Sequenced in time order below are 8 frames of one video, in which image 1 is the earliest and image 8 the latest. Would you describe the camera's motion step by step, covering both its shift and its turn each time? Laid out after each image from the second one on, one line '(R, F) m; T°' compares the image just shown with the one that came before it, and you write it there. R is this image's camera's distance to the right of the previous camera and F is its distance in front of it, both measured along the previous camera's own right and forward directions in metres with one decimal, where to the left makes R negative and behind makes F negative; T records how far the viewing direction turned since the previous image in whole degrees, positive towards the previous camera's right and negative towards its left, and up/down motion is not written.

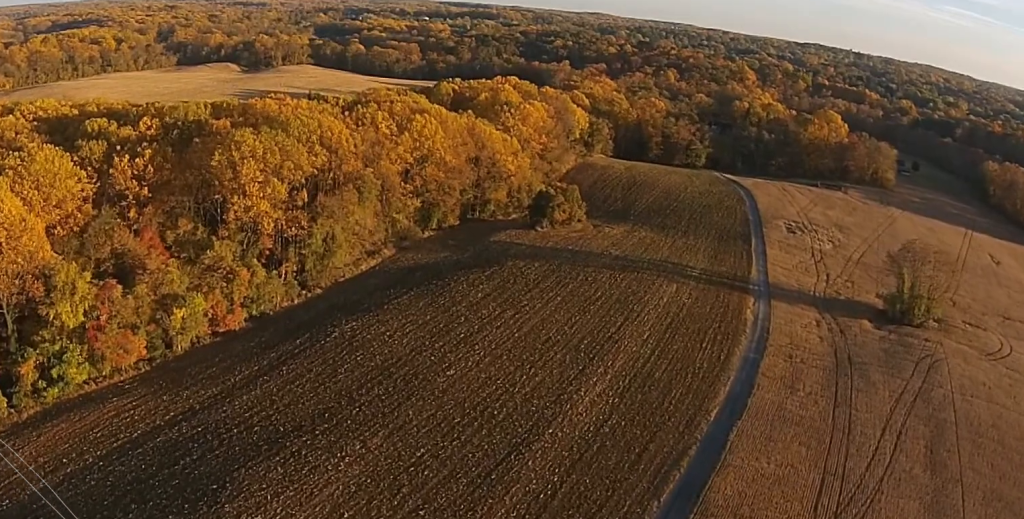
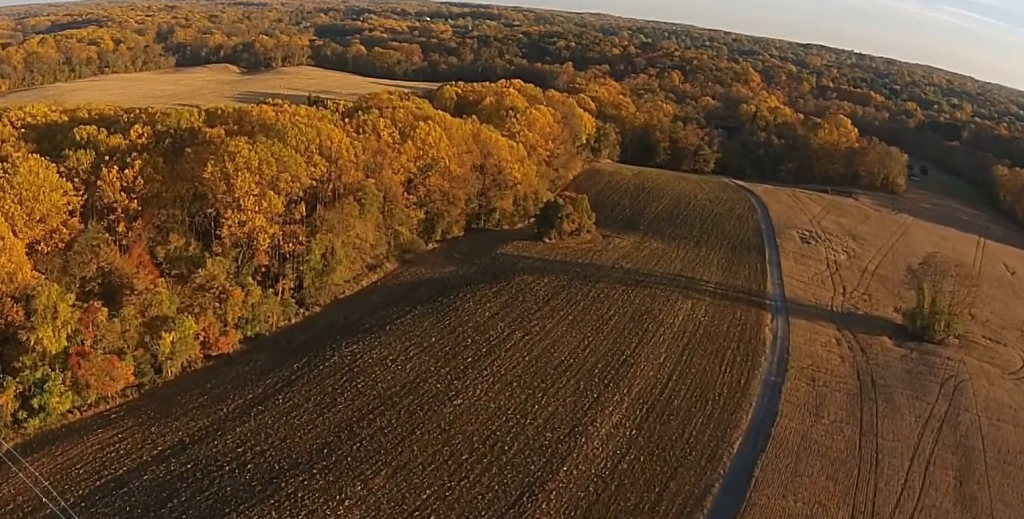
(0.0, +9.1) m; -1°
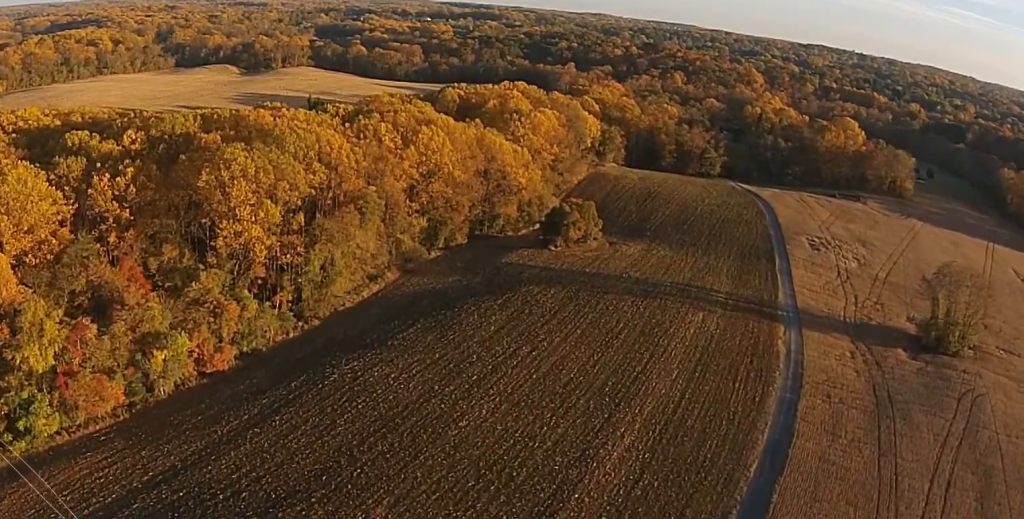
(-0.1, +6.1) m; -1°
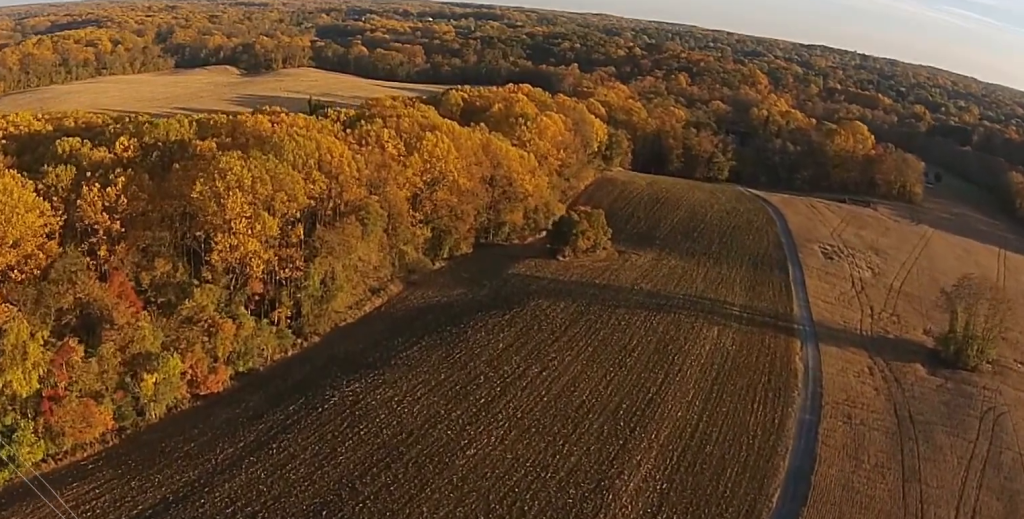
(0.0, +7.4) m; 0°
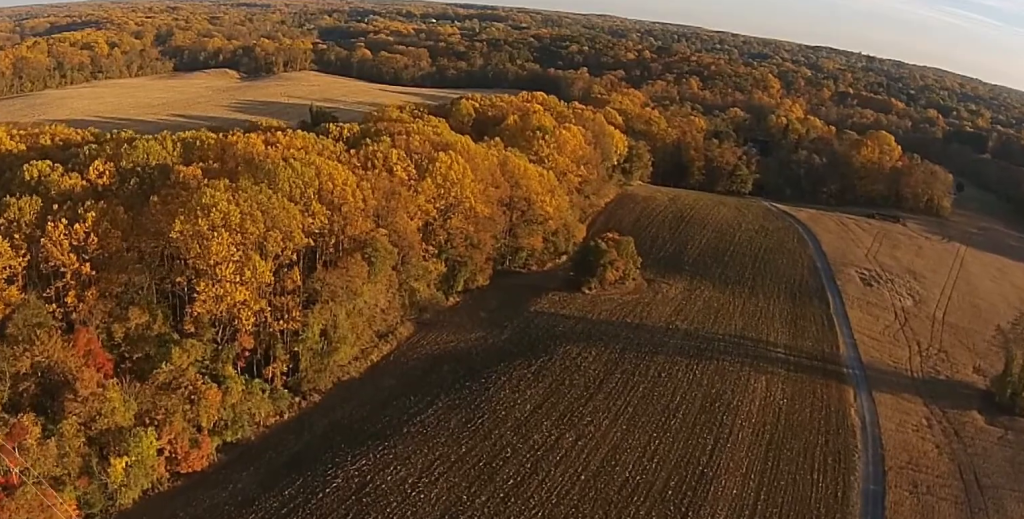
(0.0, +21.3) m; 0°
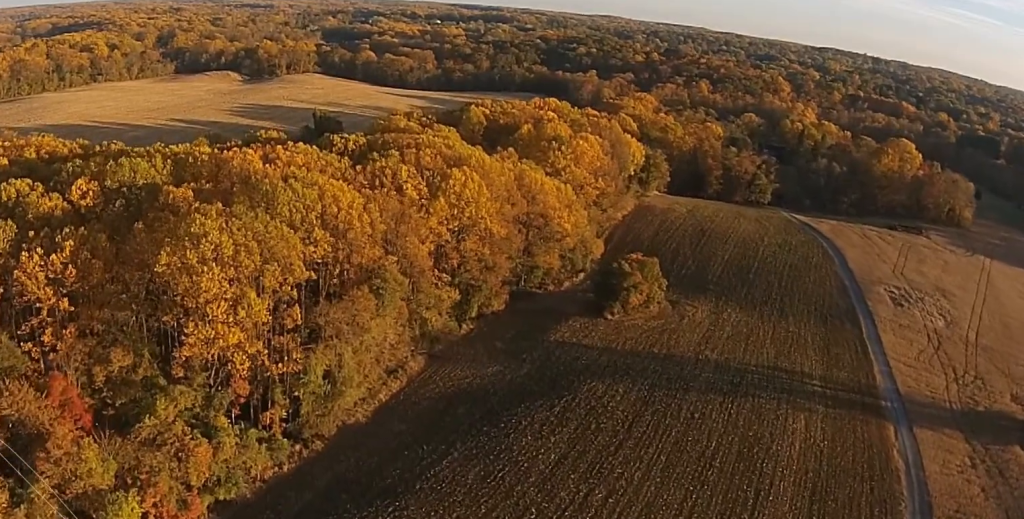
(0.0, +14.0) m; 0°
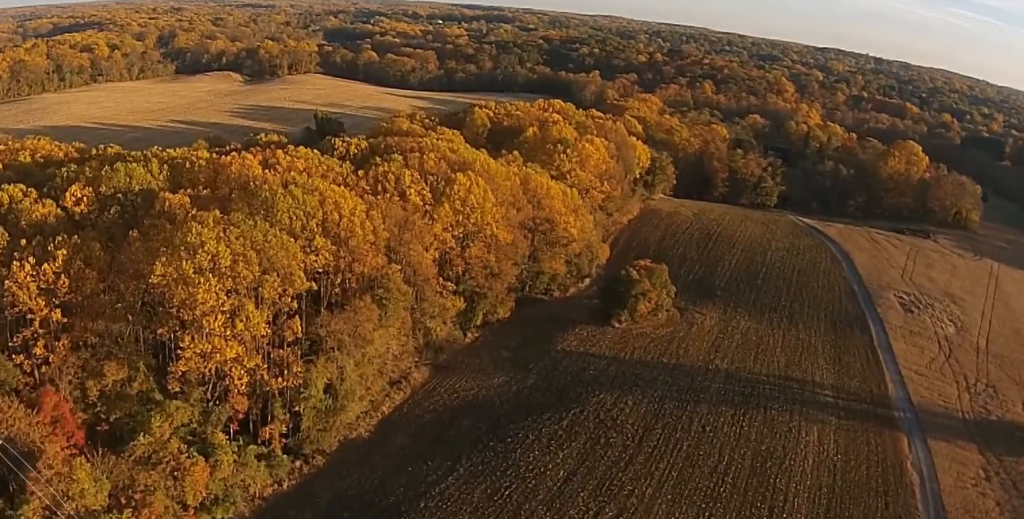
(0.0, +4.3) m; 0°
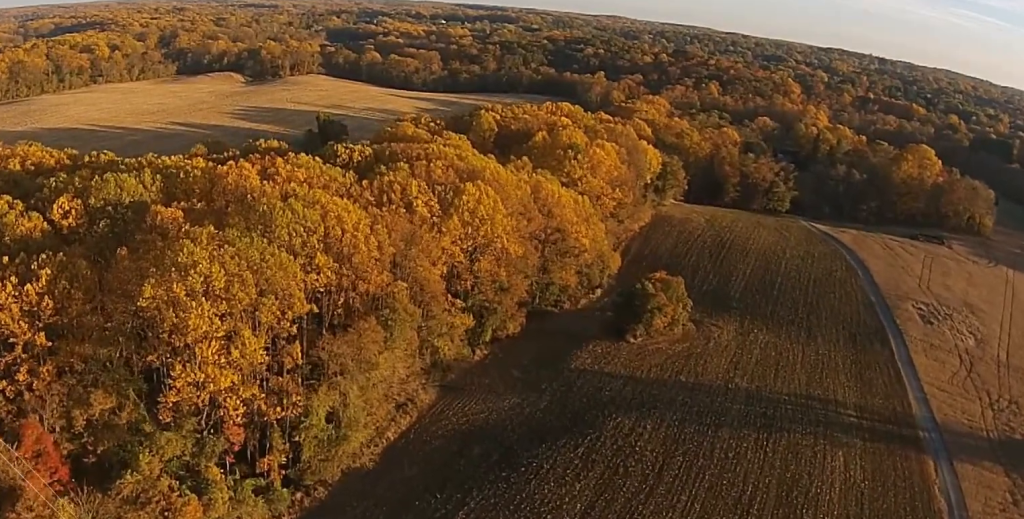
(-0.1, +8.2) m; 0°
